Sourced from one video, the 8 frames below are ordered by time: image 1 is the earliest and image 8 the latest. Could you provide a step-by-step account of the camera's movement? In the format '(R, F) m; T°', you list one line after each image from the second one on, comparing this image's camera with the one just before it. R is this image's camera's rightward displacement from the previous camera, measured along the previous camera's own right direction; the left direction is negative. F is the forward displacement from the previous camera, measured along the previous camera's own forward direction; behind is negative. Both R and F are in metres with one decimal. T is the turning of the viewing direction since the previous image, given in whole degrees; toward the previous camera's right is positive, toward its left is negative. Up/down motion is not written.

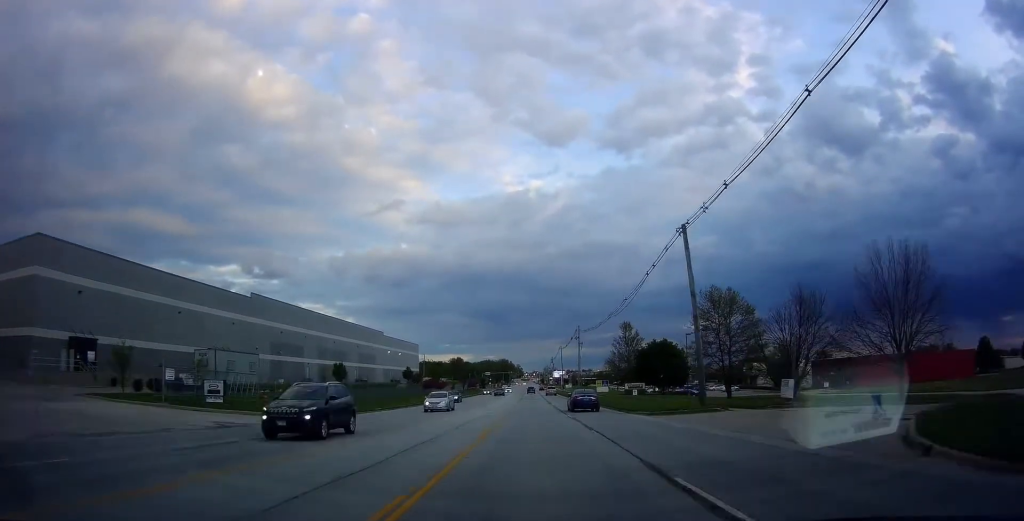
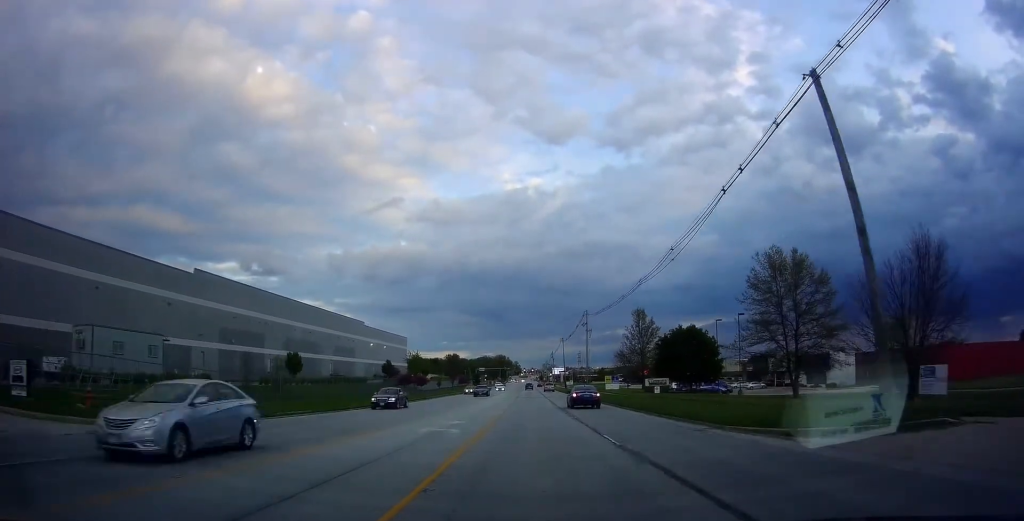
(0.0, +17.2) m; 0°
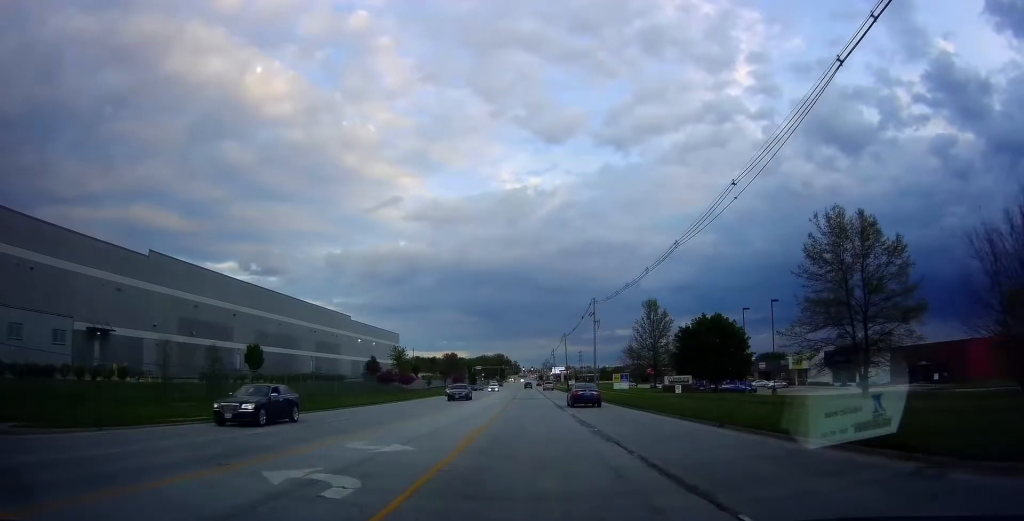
(0.0, +10.5) m; 0°
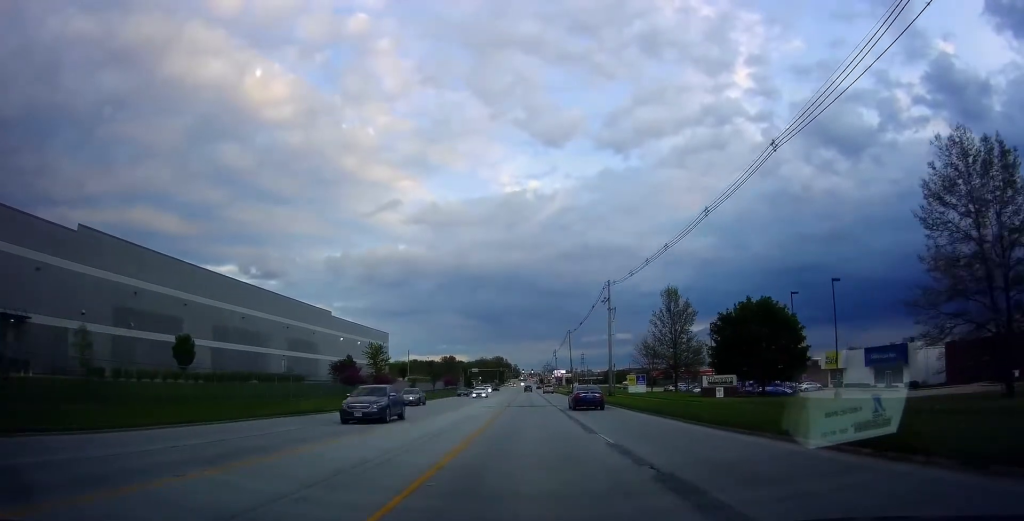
(0.0, +13.6) m; 0°
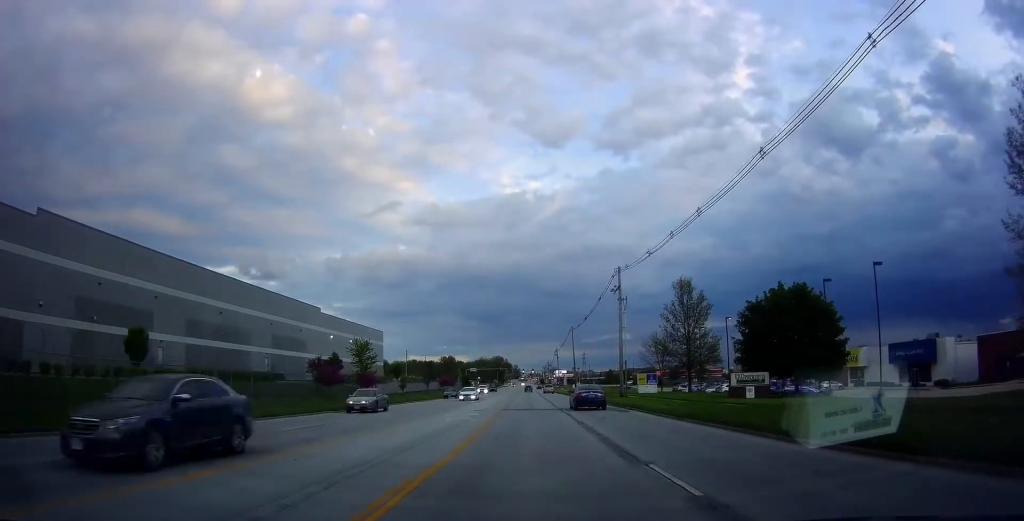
(0.0, +7.5) m; 0°
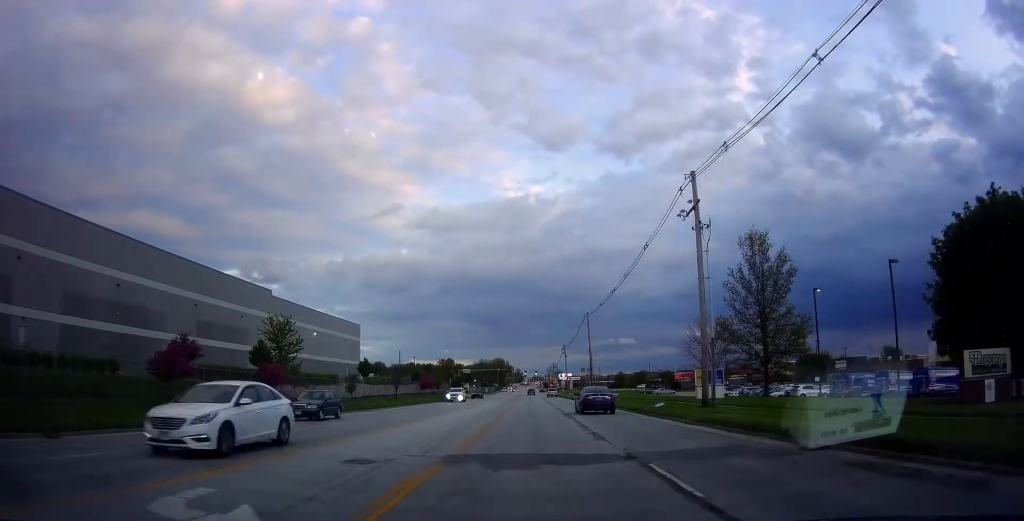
(0.0, +24.8) m; 0°
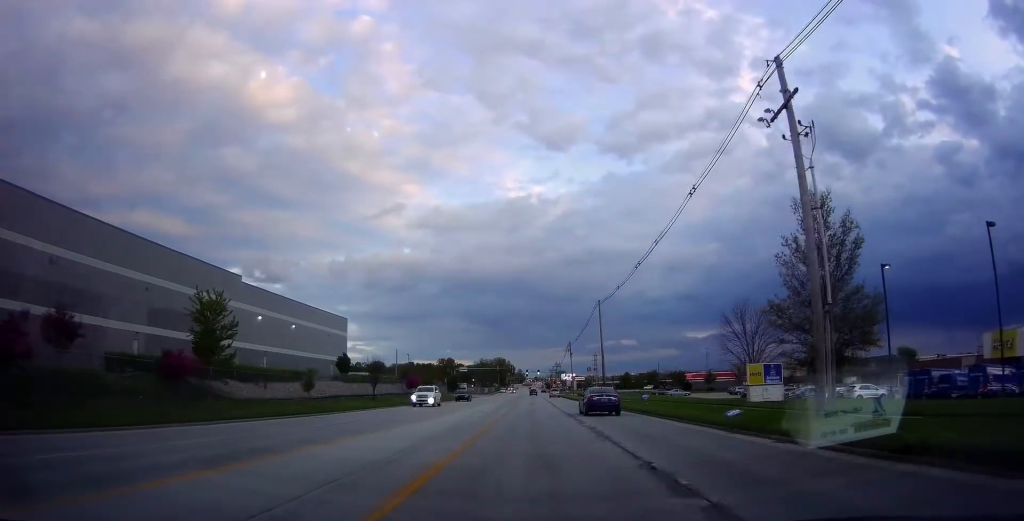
(0.0, +11.7) m; -1°
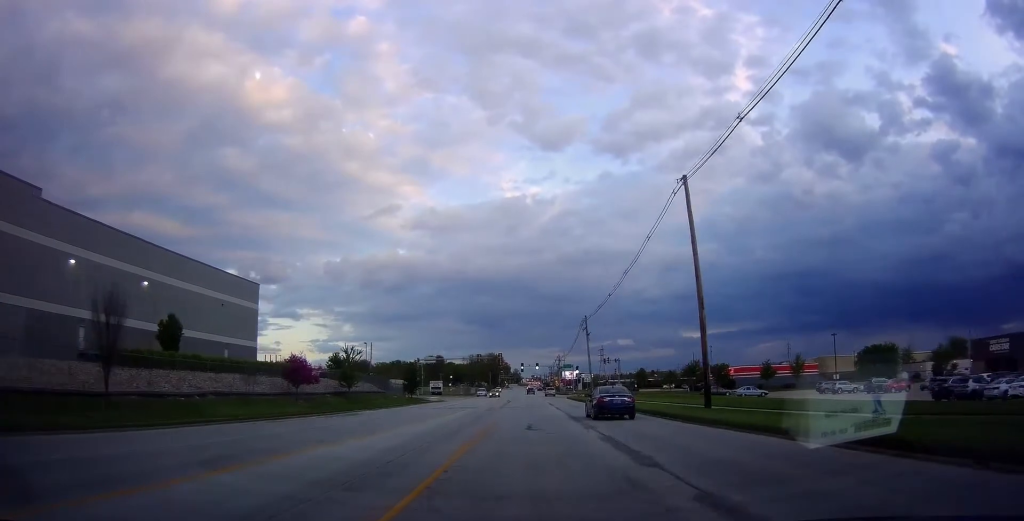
(-0.4, +42.0) m; 0°
